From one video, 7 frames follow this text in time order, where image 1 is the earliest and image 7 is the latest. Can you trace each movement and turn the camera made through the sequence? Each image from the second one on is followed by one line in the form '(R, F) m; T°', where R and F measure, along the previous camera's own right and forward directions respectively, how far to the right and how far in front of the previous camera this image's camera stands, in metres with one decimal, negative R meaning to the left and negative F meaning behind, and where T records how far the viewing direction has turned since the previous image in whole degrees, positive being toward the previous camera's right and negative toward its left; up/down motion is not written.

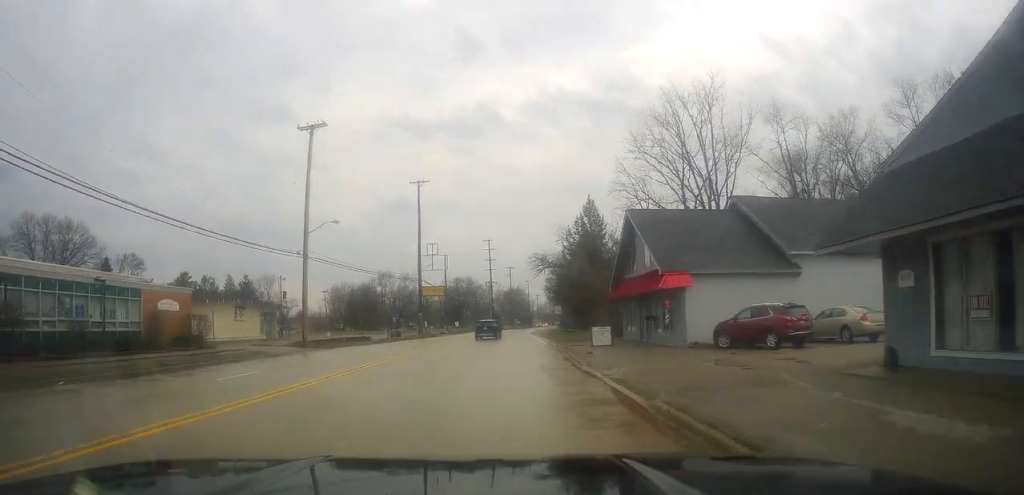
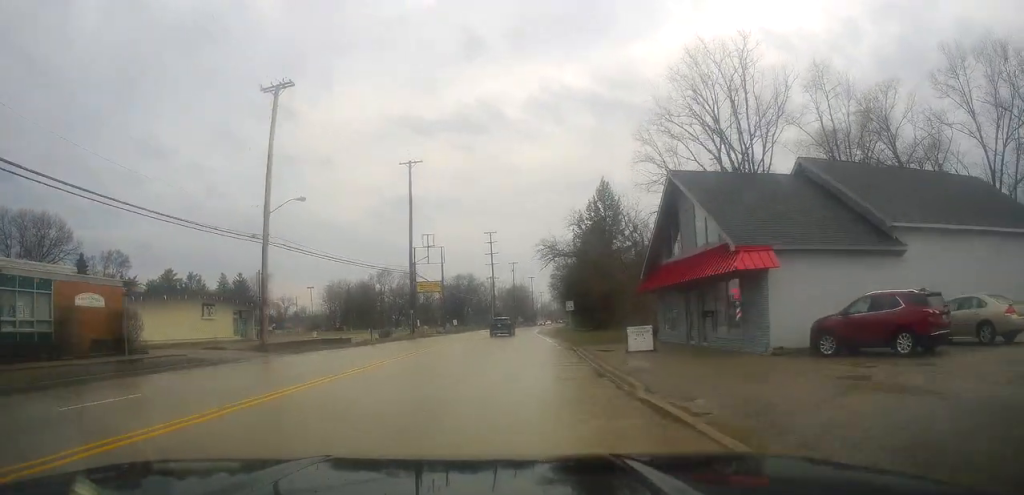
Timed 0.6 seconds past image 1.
(-0.5, +8.0) m; -2°
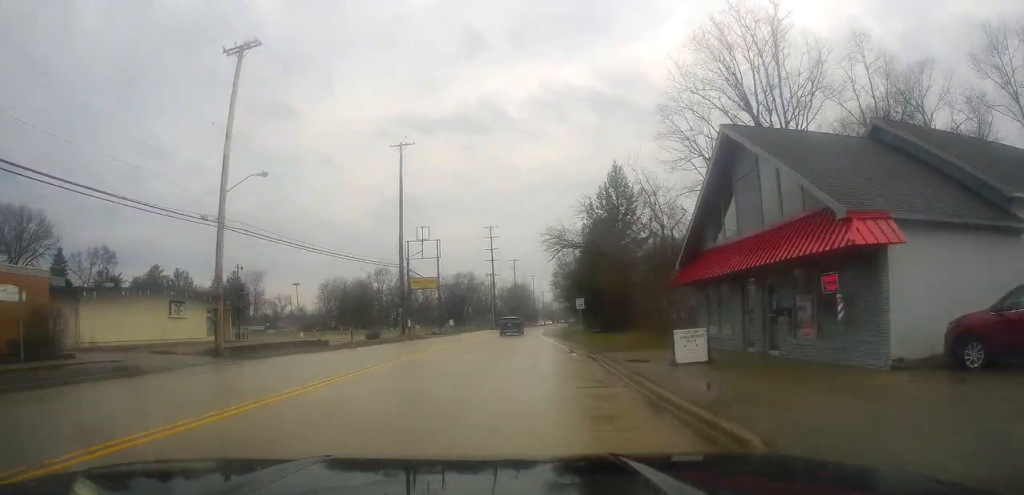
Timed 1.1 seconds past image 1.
(-0.4, +6.0) m; -1°
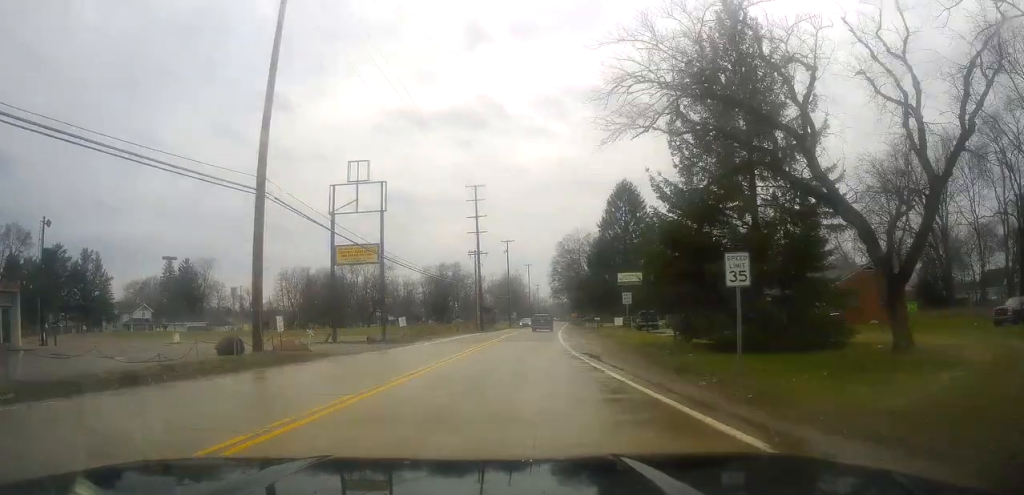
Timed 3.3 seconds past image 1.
(+1.1, +29.8) m; +3°
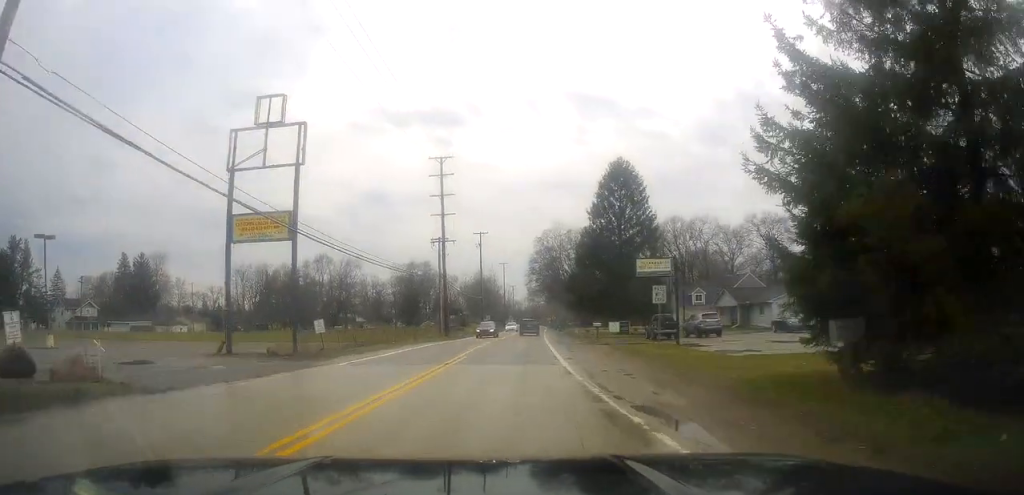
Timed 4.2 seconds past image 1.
(0.0, +13.7) m; +2°
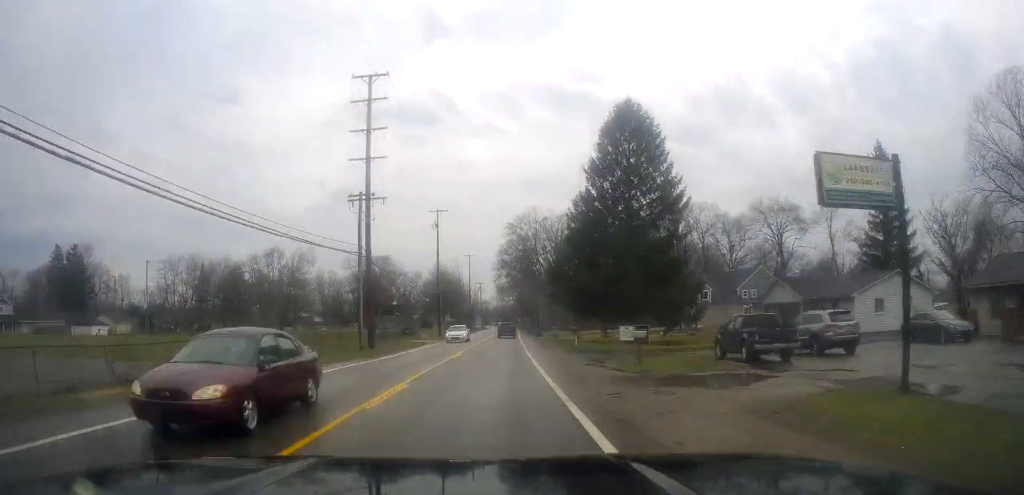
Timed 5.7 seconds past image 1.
(+0.8, +21.1) m; +1°
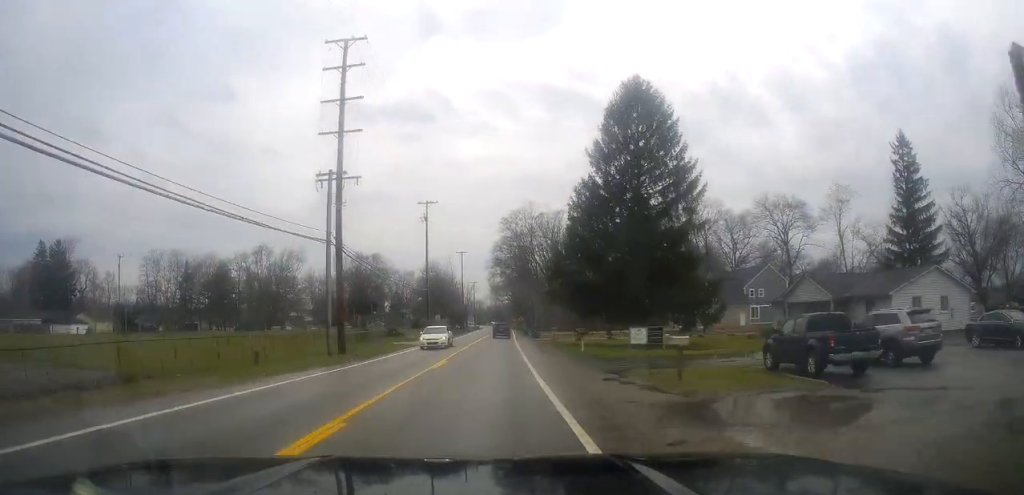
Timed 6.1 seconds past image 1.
(+0.1, +5.5) m; -1°
